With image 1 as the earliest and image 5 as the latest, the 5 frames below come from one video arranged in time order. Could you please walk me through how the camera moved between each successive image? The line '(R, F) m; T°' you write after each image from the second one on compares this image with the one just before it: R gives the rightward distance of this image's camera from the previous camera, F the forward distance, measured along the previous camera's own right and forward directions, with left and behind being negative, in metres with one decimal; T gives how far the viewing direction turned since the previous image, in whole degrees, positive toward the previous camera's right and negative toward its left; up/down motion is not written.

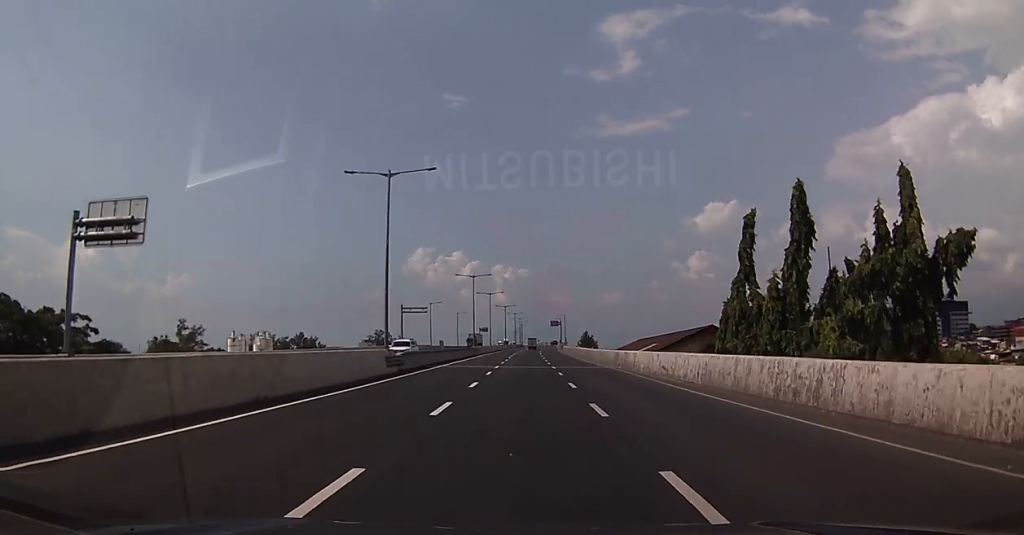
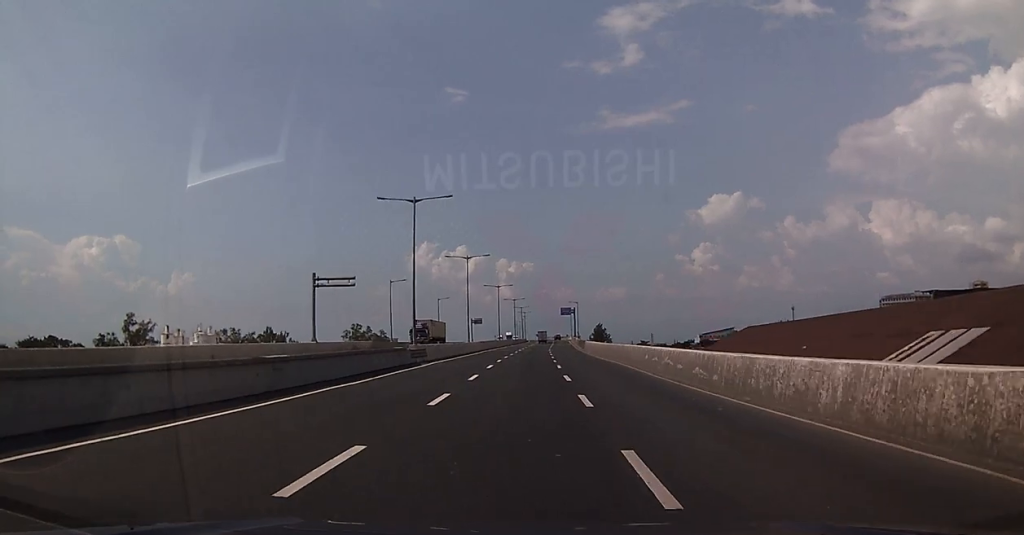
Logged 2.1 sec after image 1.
(+2.1, +44.5) m; +2°
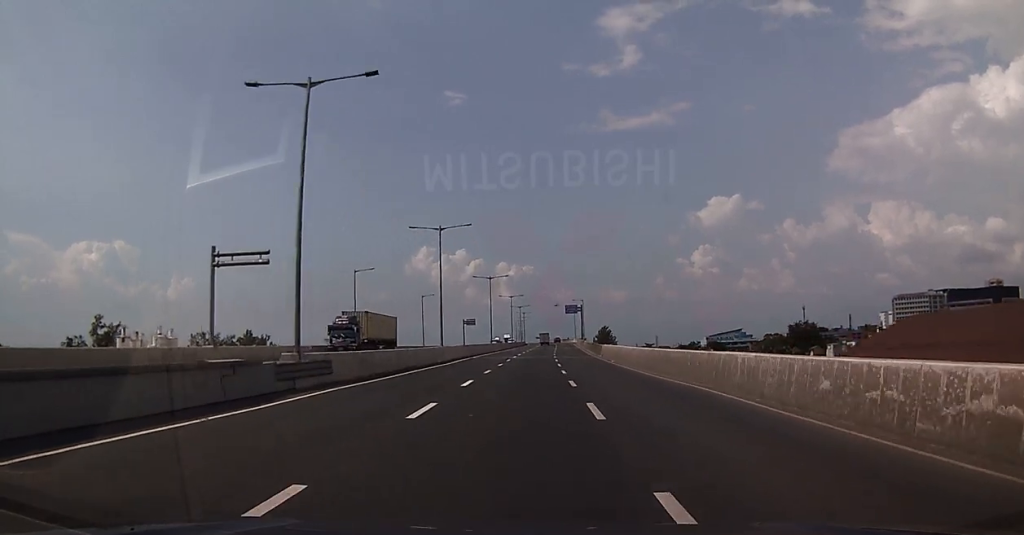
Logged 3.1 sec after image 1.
(-0.5, +20.9) m; -2°
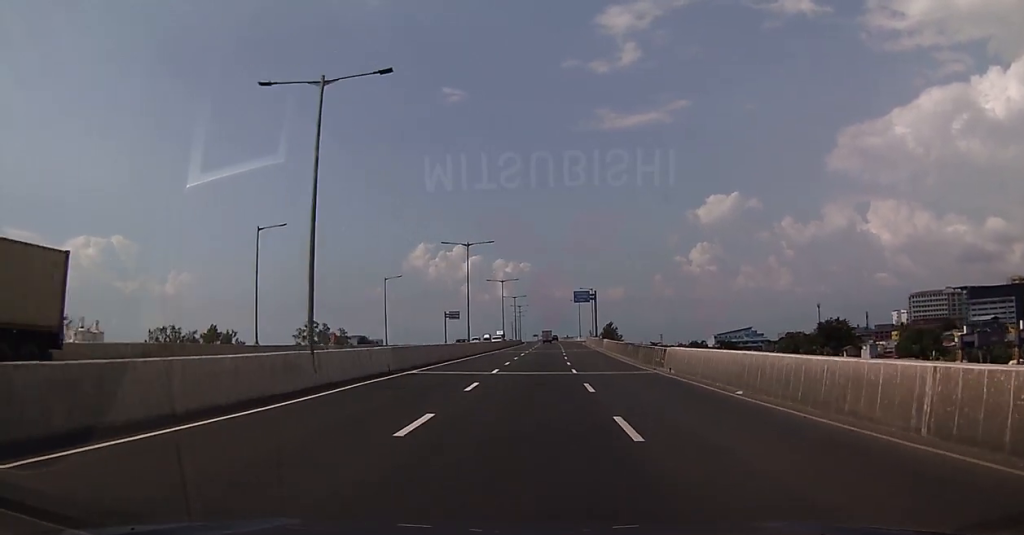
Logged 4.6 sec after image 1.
(-0.2, +30.7) m; +1°
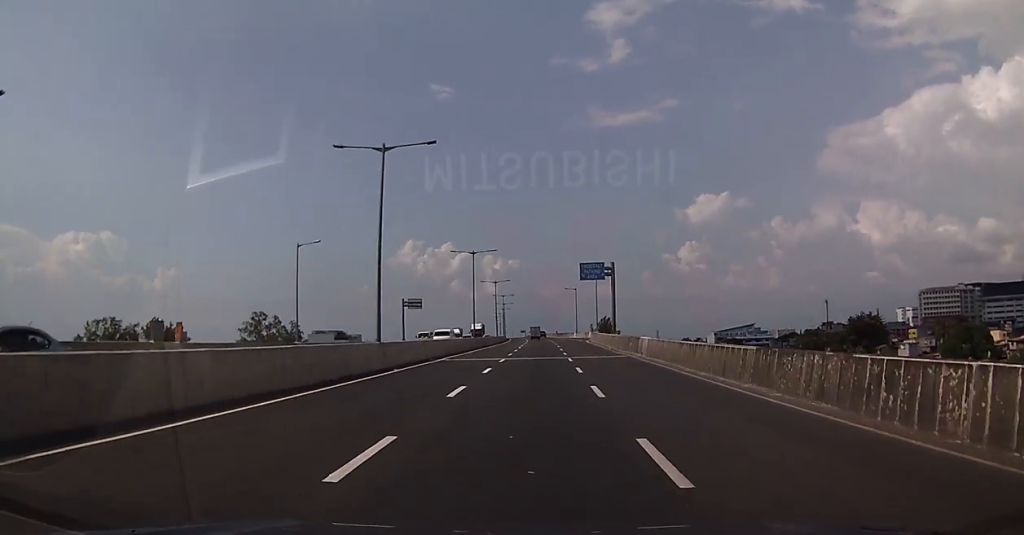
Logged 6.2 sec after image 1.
(+0.9, +32.2) m; +1°
